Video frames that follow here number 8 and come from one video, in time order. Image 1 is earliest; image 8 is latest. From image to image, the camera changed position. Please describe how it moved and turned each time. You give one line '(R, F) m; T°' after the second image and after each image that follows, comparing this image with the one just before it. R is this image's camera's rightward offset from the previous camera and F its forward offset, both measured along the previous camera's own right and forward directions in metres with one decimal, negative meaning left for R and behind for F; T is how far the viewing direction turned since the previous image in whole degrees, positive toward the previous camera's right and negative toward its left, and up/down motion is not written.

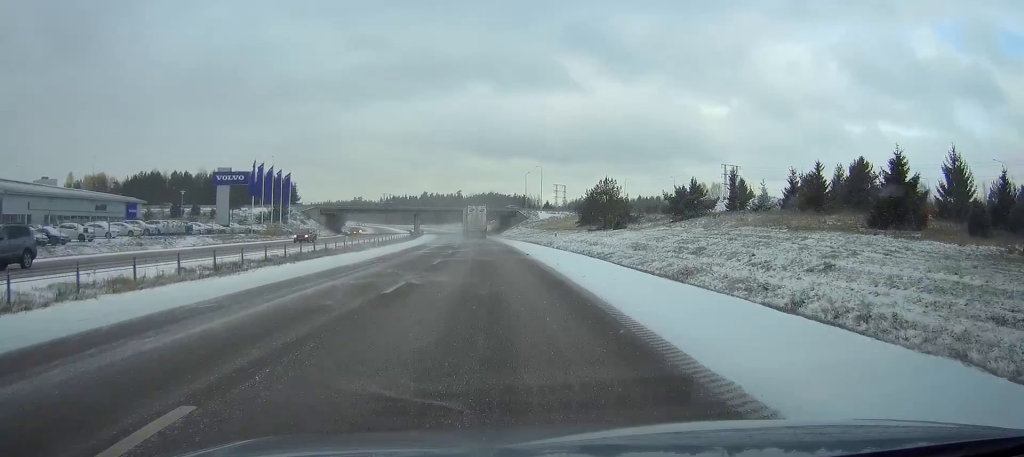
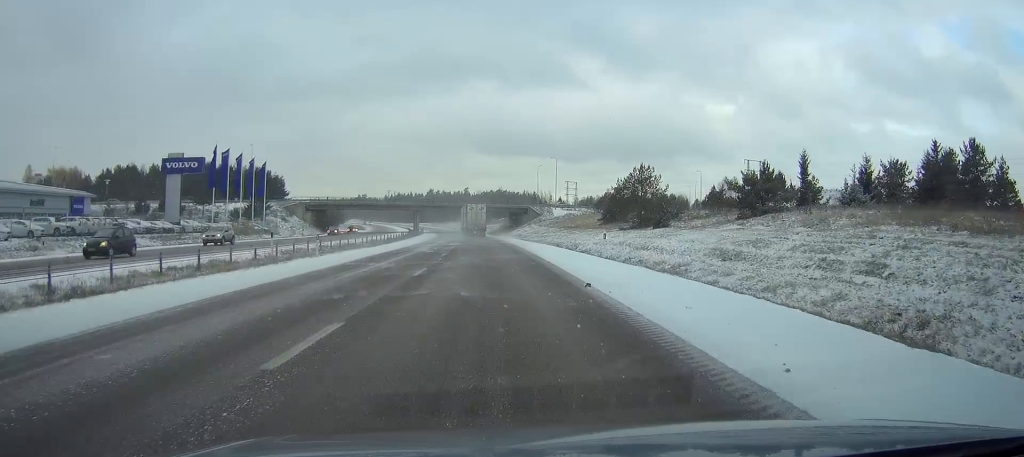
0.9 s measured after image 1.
(0.0, +19.4) m; -1°
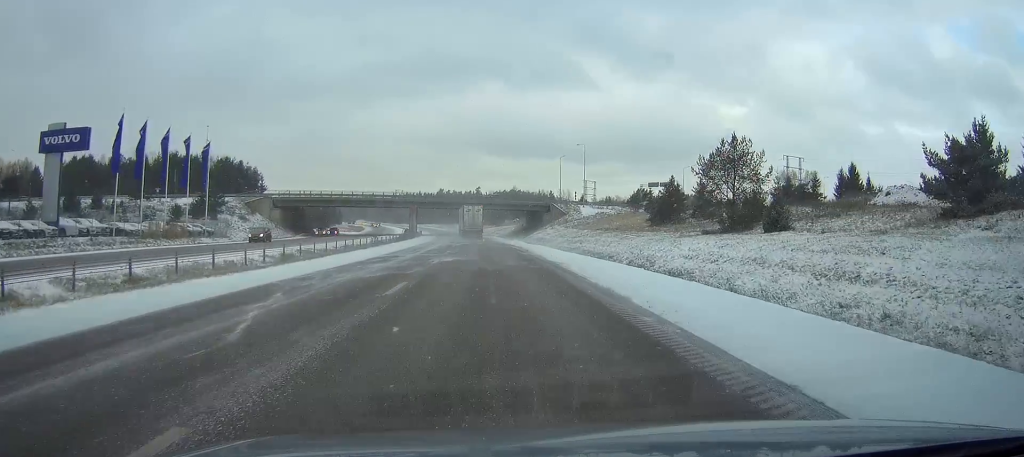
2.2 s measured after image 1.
(-0.4, +29.0) m; -1°
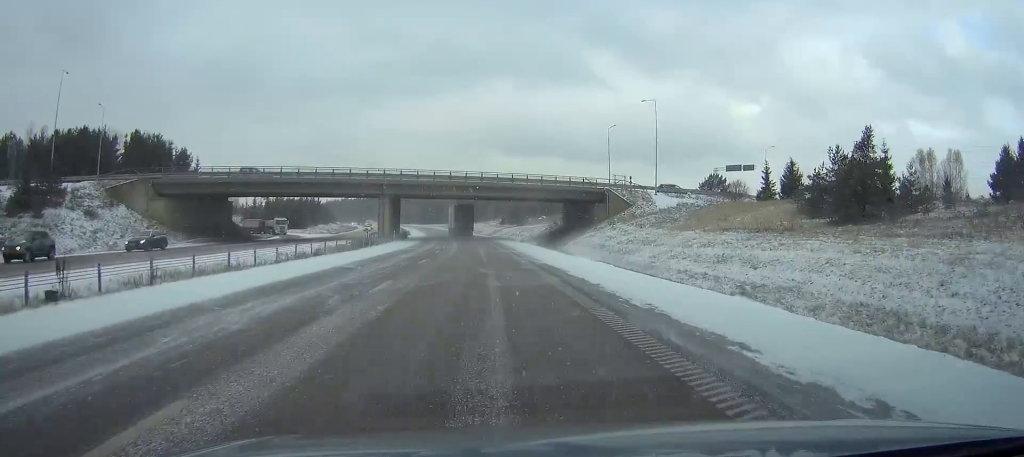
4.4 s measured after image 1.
(-0.7, +47.2) m; -1°
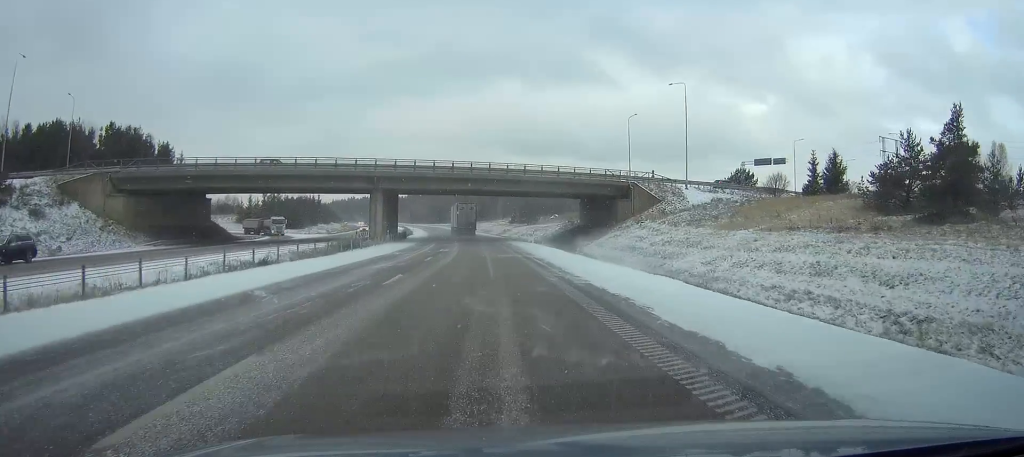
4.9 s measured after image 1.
(0.0, +10.1) m; 0°
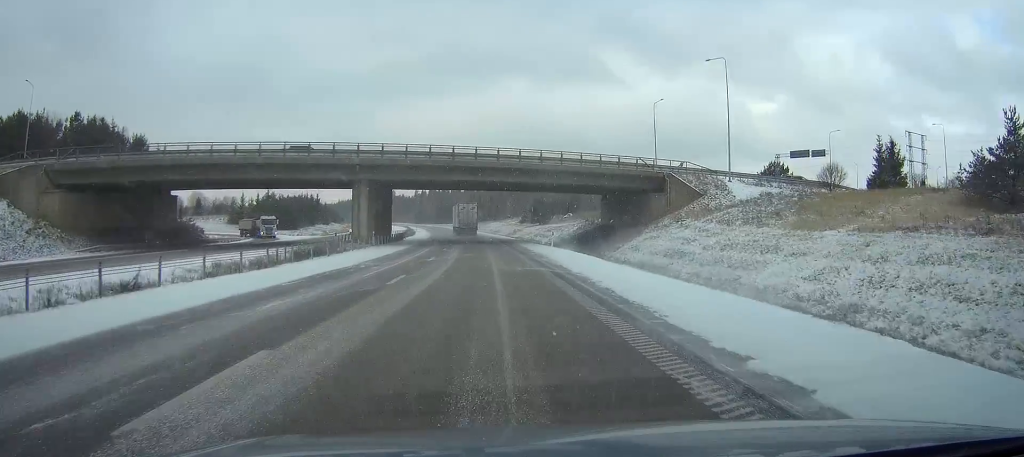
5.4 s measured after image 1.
(0.0, +11.6) m; -1°
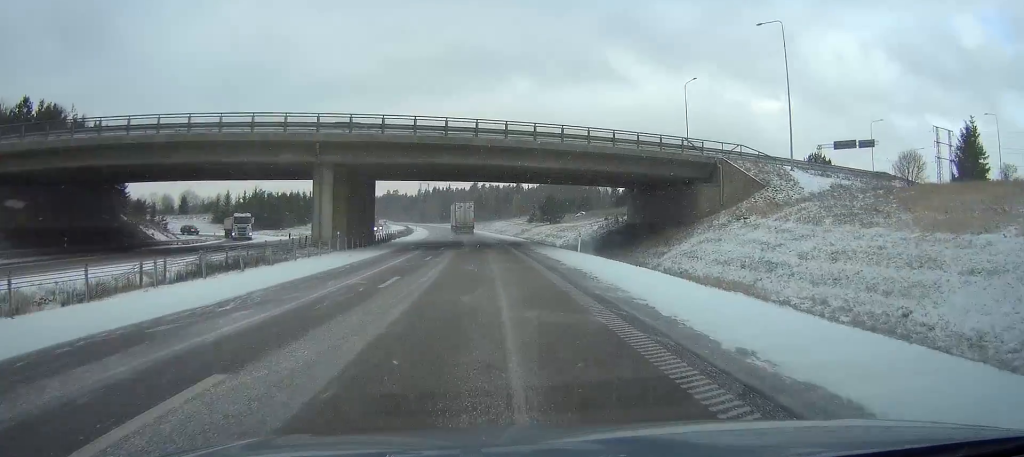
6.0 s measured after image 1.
(-0.1, +13.0) m; -1°
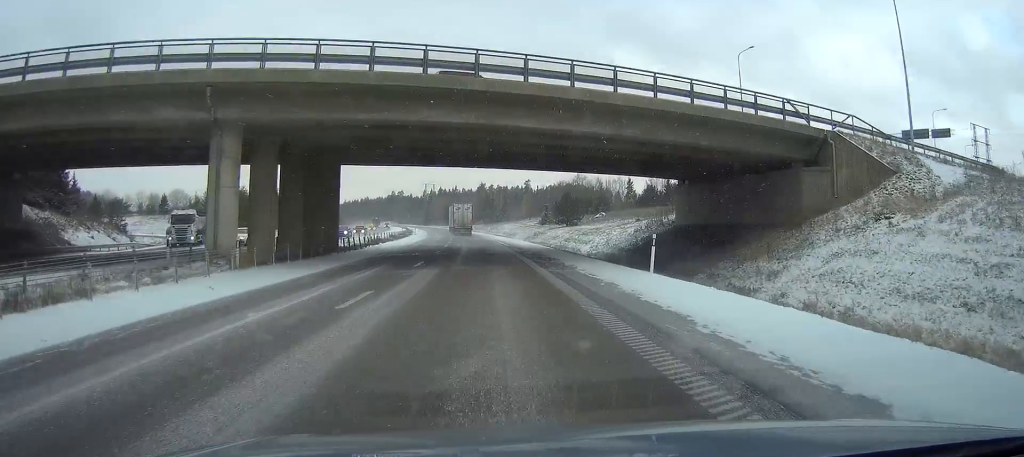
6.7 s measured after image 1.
(-0.2, +16.0) m; -1°
